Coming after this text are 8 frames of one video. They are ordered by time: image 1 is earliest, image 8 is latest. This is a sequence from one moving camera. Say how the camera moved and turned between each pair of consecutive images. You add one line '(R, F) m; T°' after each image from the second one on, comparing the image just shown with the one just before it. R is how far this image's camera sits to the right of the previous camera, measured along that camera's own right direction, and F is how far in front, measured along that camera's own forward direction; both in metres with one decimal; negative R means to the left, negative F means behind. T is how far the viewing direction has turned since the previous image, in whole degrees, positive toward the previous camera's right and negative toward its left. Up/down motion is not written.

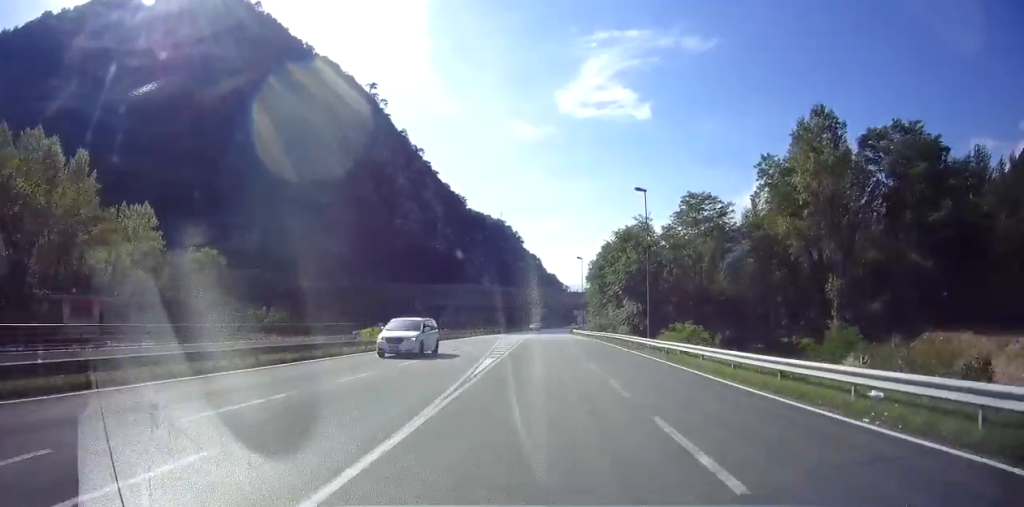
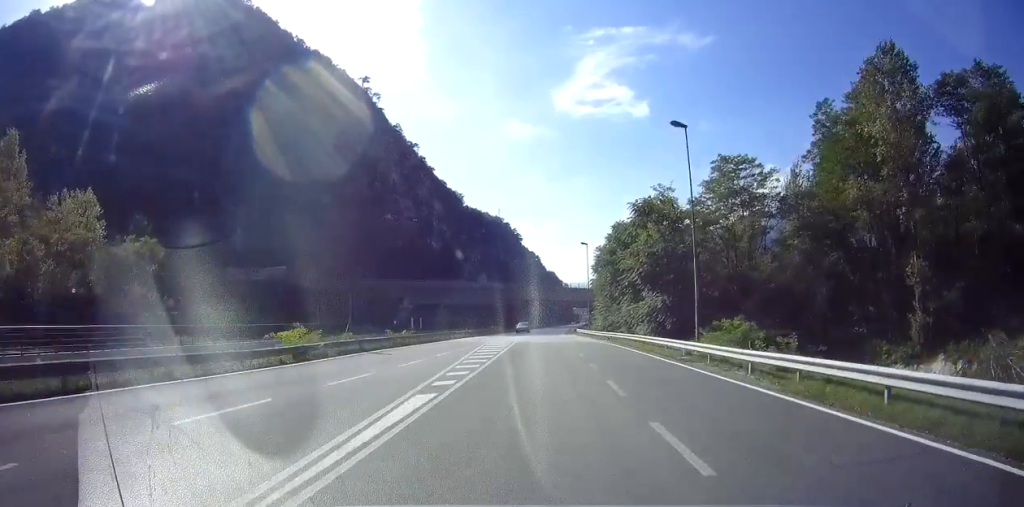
(0.0, +11.9) m; 0°
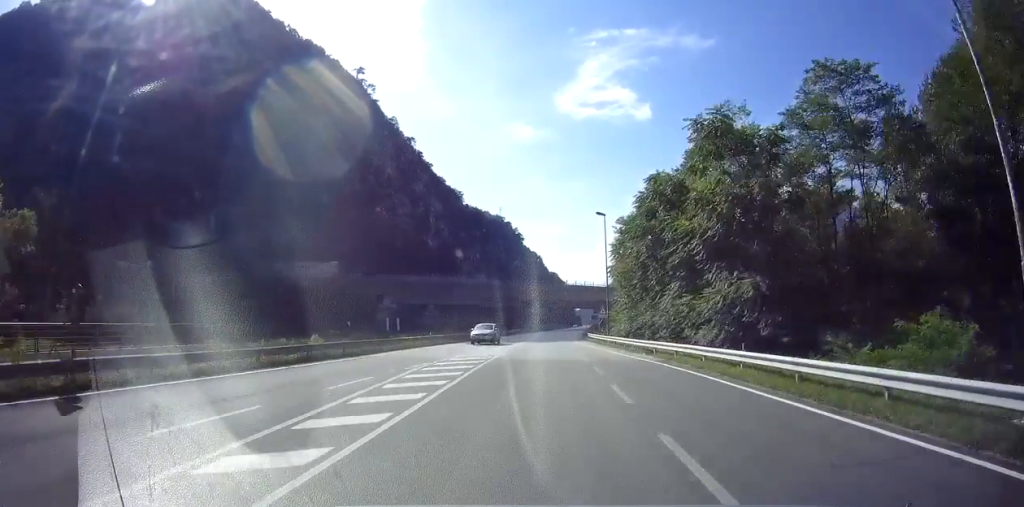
(0.0, +17.9) m; +1°
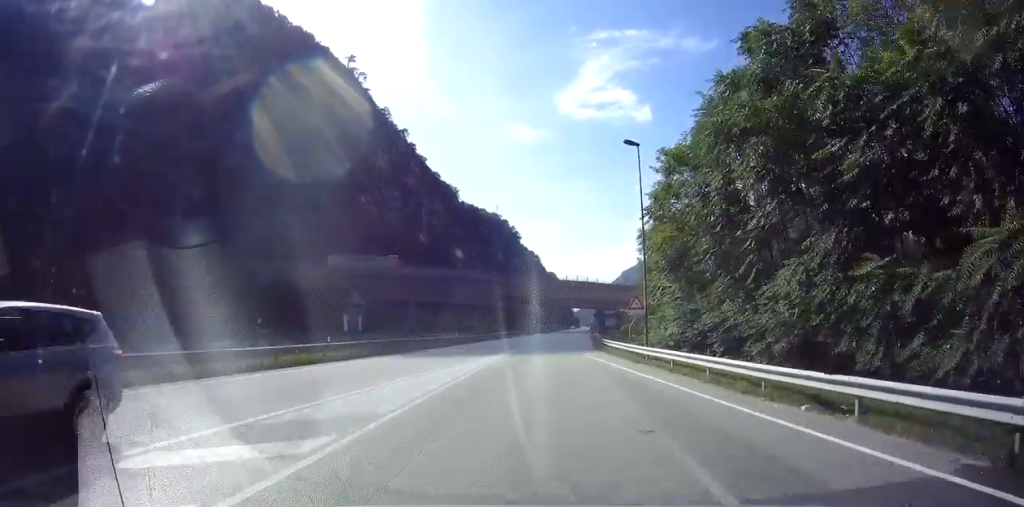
(+0.2, +18.7) m; +1°
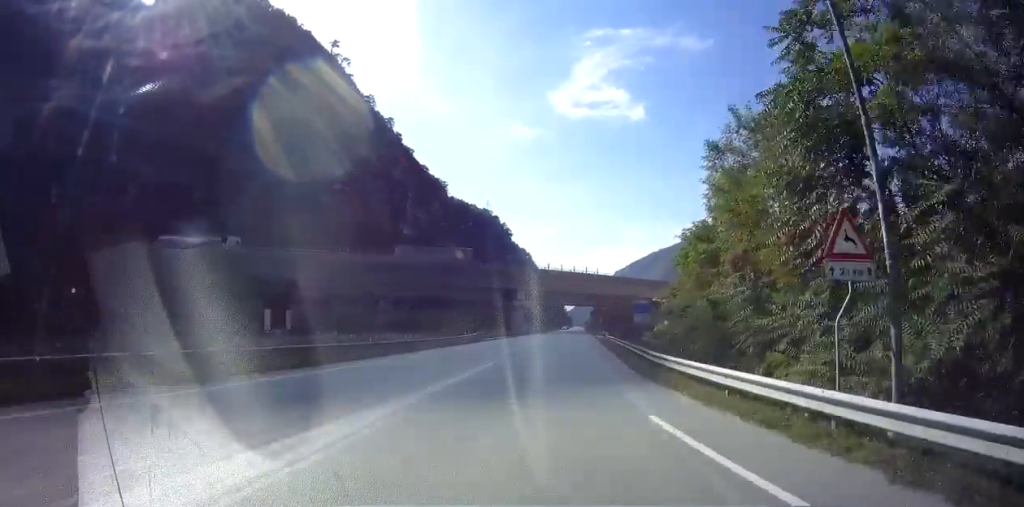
(+0.1, +19.3) m; +1°
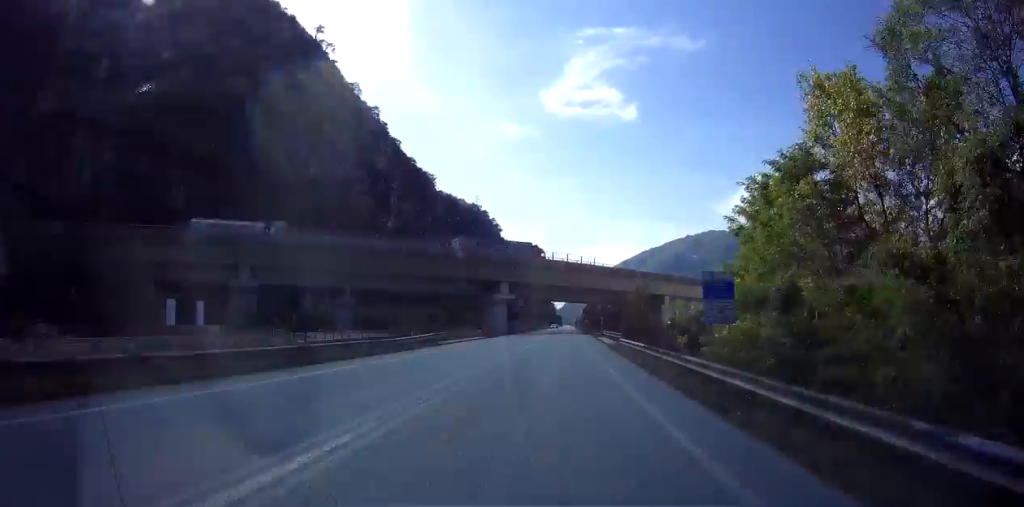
(0.0, +14.0) m; +1°
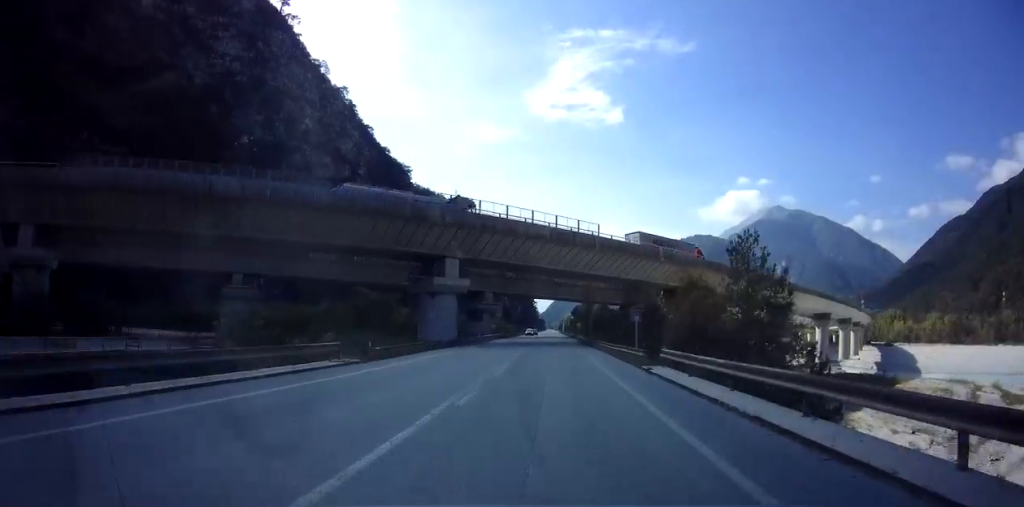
(+0.7, +32.6) m; +1°
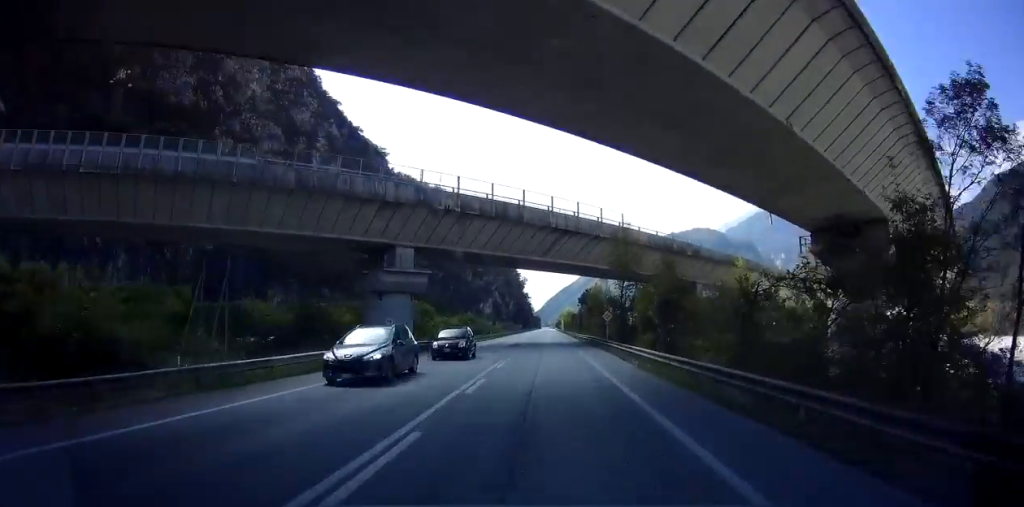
(-0.1, +49.5) m; 0°
